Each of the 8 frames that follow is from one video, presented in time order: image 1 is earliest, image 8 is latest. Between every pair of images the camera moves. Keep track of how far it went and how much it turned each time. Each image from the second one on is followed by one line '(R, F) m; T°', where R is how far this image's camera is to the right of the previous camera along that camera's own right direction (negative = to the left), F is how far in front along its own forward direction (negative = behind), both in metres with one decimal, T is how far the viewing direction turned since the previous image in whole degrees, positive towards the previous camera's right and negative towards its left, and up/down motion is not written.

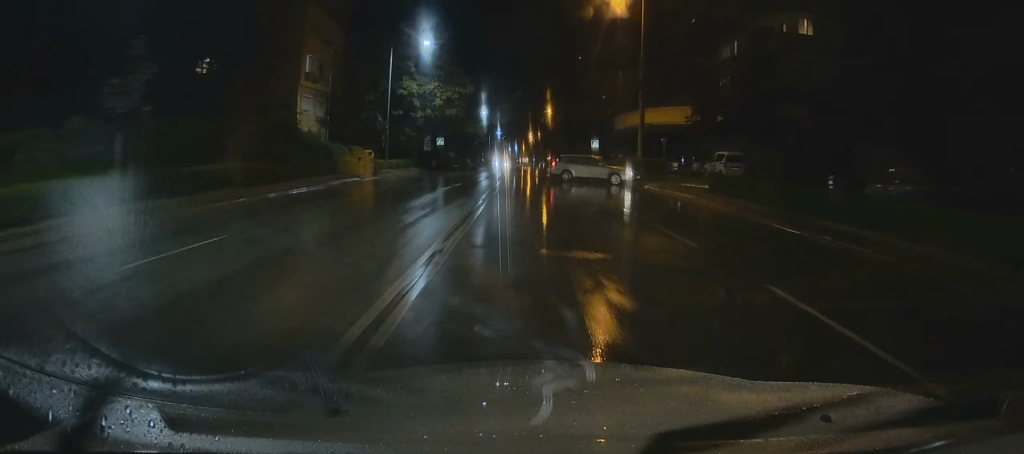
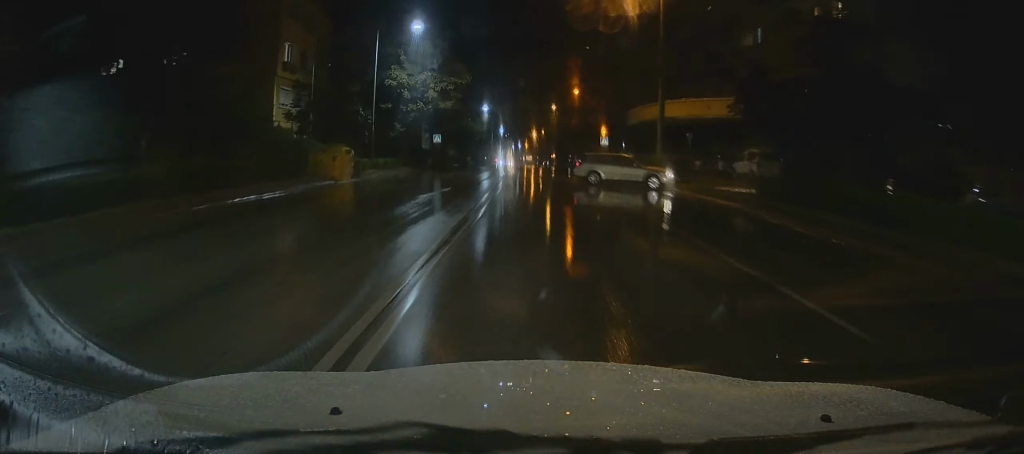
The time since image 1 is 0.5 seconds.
(0.0, +5.2) m; -1°
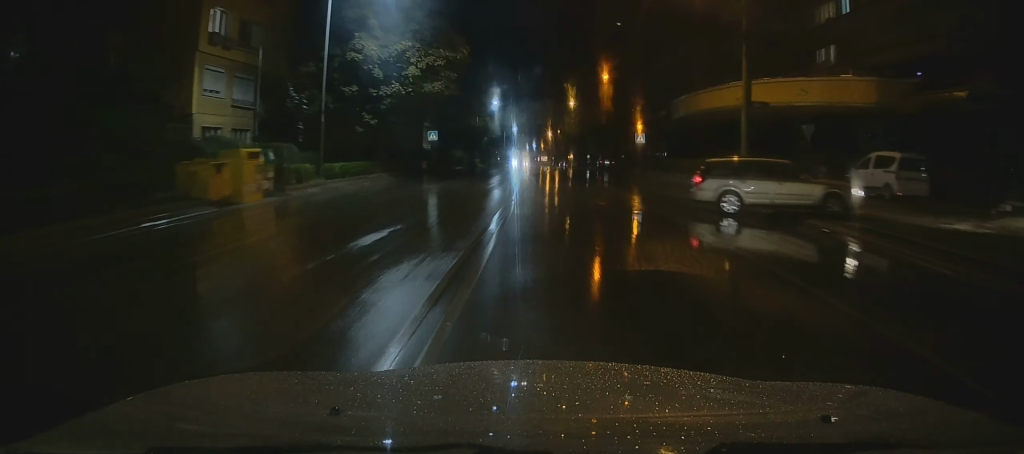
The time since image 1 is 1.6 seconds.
(-0.2, +12.5) m; 0°
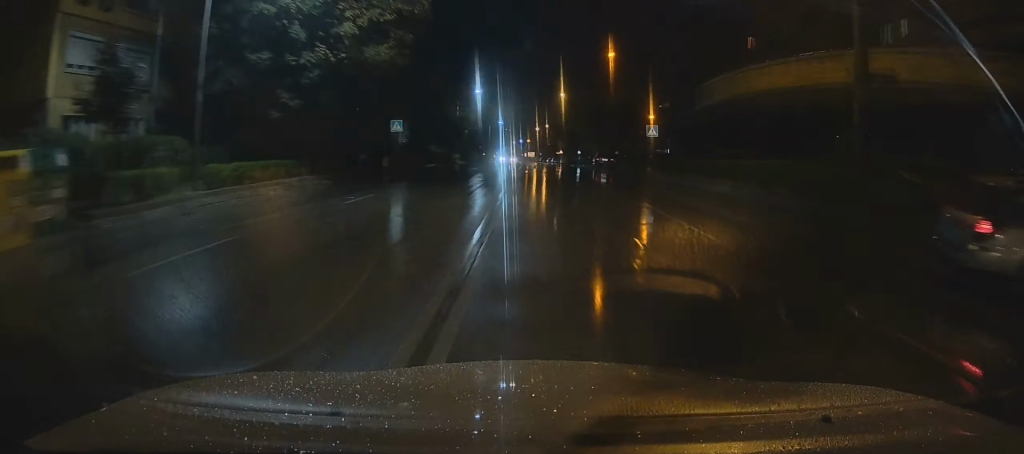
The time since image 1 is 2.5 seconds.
(+0.1, +9.8) m; 0°
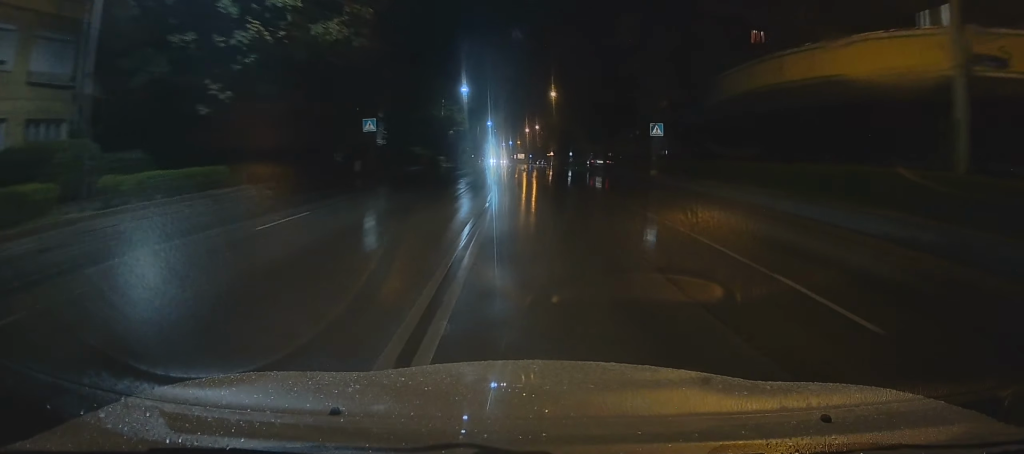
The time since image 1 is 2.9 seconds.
(0.0, +4.7) m; 0°
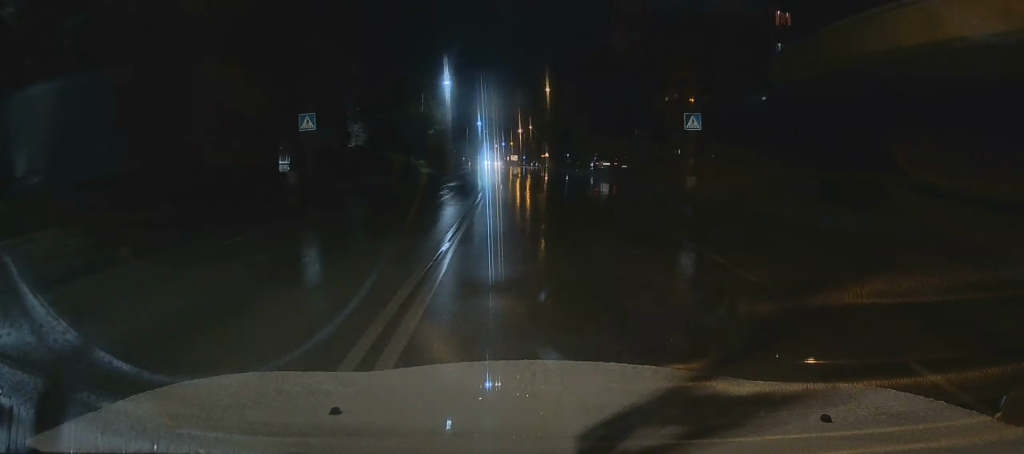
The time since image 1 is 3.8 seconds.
(-0.1, +9.7) m; +1°
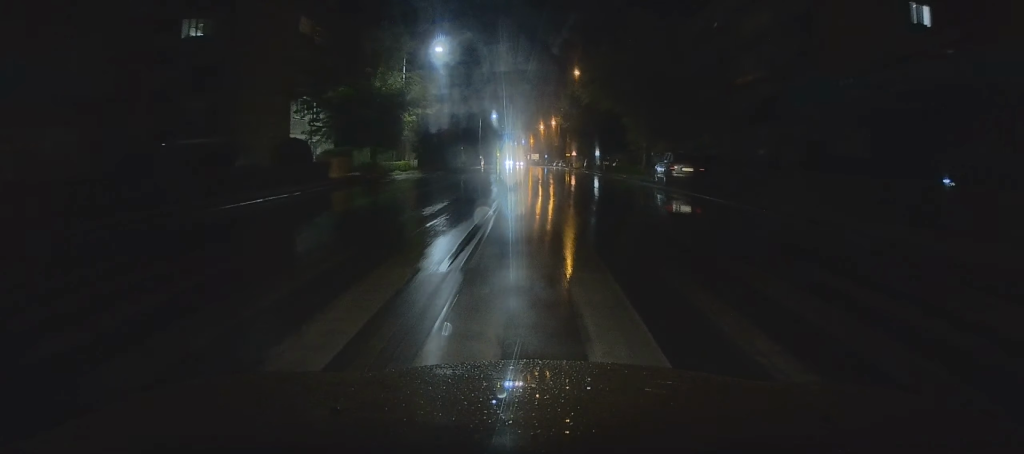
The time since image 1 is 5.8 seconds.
(0.0, +20.4) m; -1°
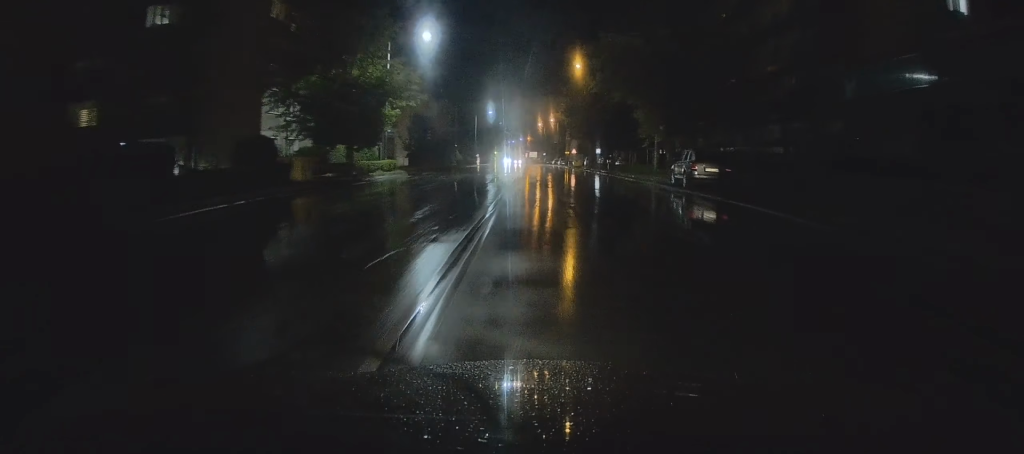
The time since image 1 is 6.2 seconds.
(0.0, +4.6) m; 0°
